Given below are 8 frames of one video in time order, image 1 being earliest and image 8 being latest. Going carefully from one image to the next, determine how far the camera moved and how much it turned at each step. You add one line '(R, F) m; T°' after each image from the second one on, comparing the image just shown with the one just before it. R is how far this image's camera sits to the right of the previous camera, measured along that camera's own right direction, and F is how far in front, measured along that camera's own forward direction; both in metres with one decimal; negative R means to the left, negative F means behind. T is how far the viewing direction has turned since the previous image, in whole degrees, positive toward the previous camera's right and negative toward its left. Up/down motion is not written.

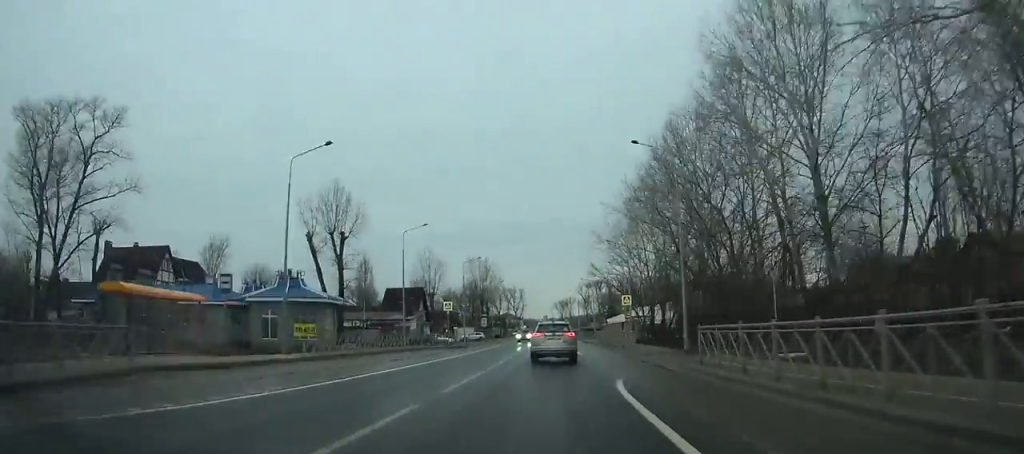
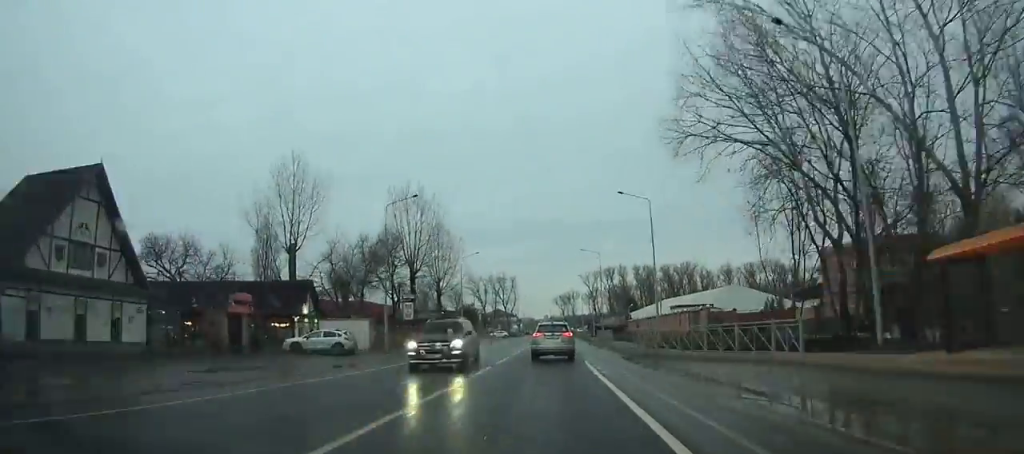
(+0.2, +69.2) m; 0°
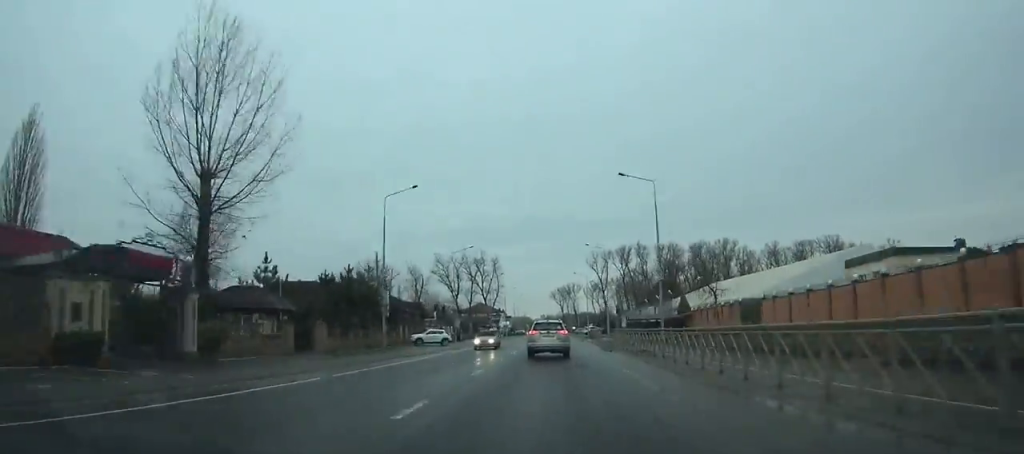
(+0.4, +67.6) m; 0°
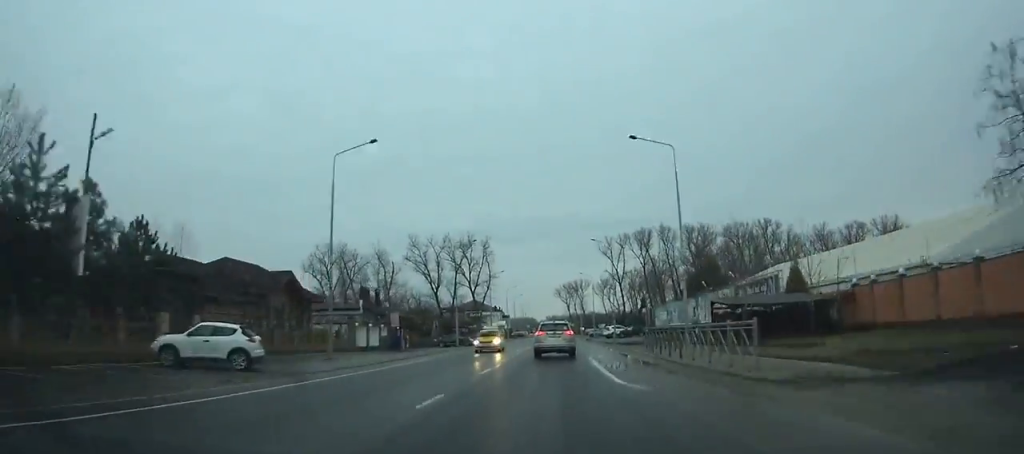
(-0.1, +39.1) m; 0°
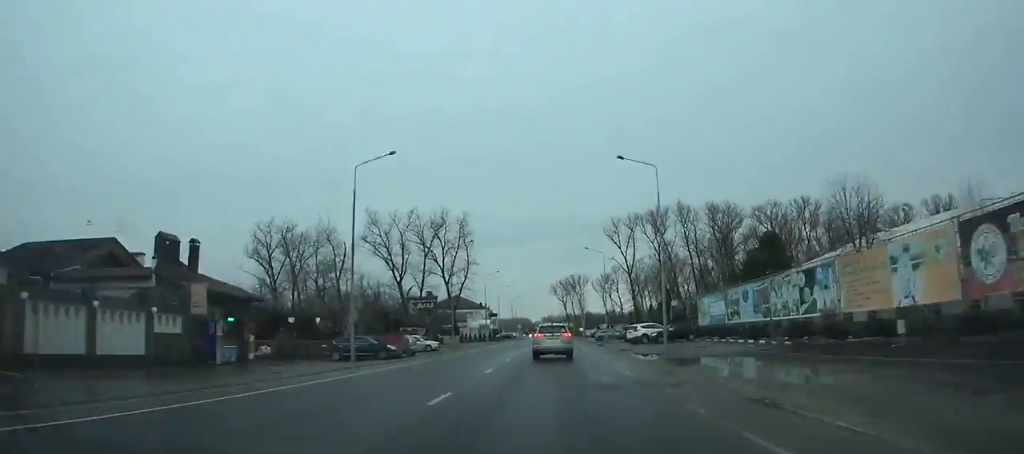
(+0.2, +31.1) m; 0°
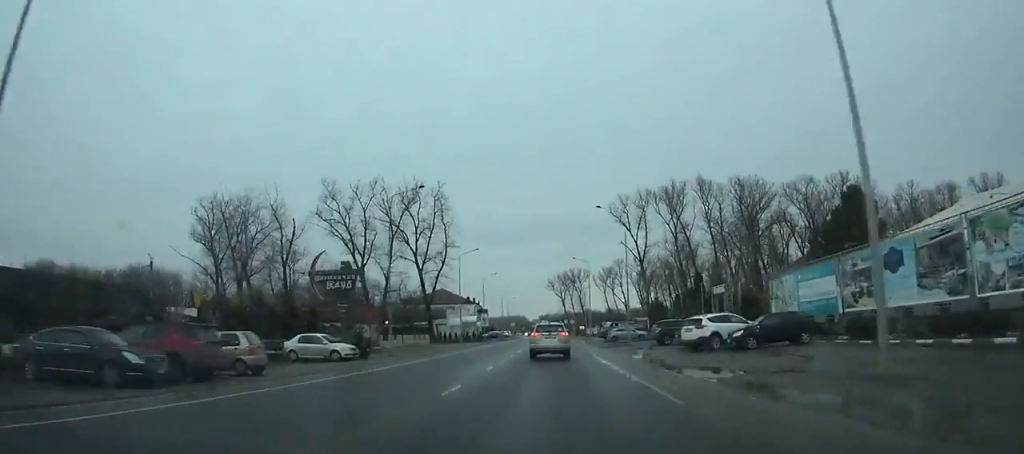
(+0.1, +22.8) m; 0°
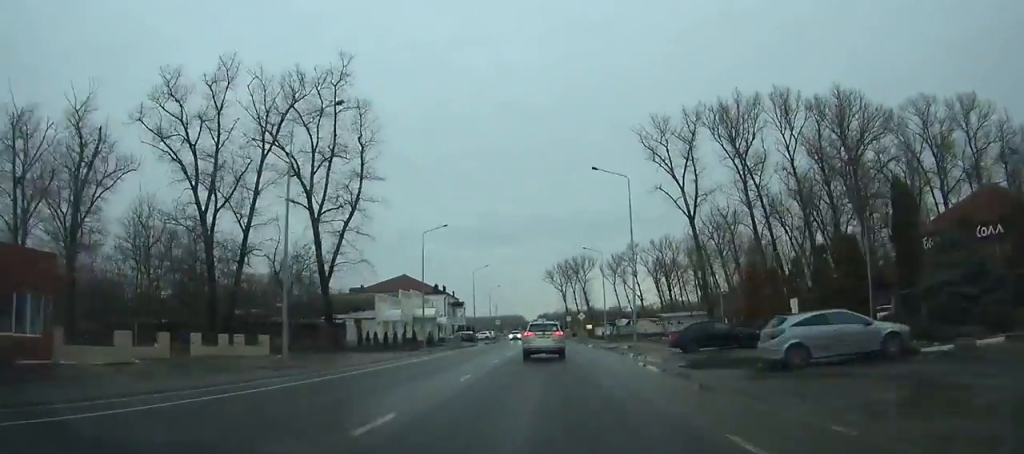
(-0.1, +43.7) m; 0°
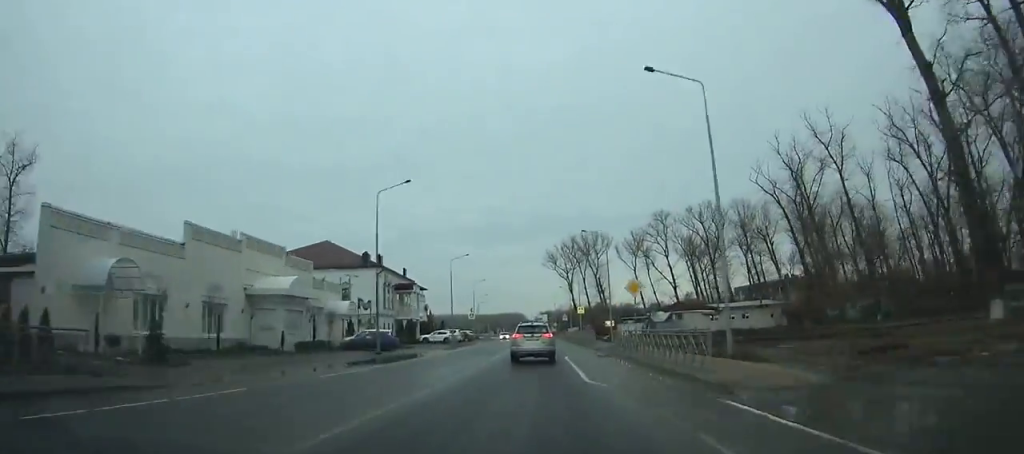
(-0.2, +47.5) m; -1°
